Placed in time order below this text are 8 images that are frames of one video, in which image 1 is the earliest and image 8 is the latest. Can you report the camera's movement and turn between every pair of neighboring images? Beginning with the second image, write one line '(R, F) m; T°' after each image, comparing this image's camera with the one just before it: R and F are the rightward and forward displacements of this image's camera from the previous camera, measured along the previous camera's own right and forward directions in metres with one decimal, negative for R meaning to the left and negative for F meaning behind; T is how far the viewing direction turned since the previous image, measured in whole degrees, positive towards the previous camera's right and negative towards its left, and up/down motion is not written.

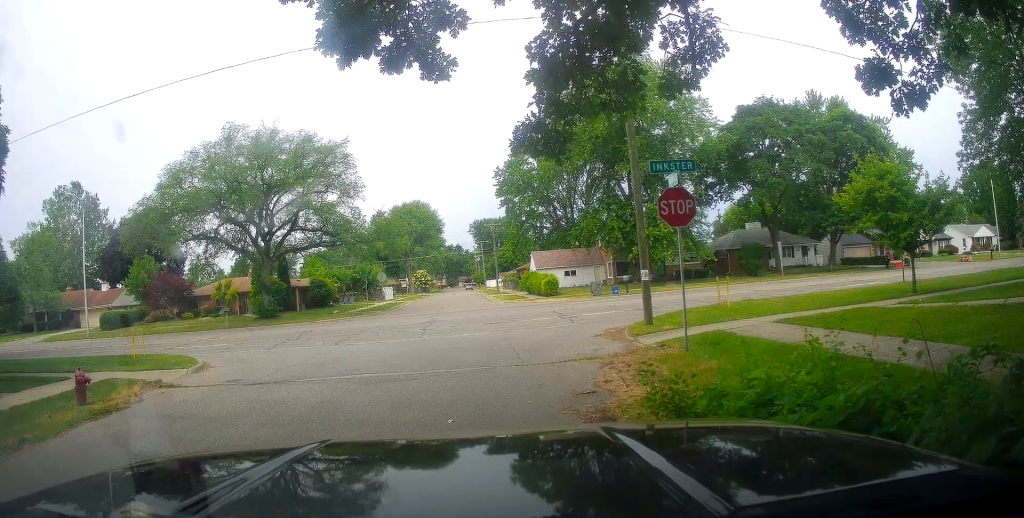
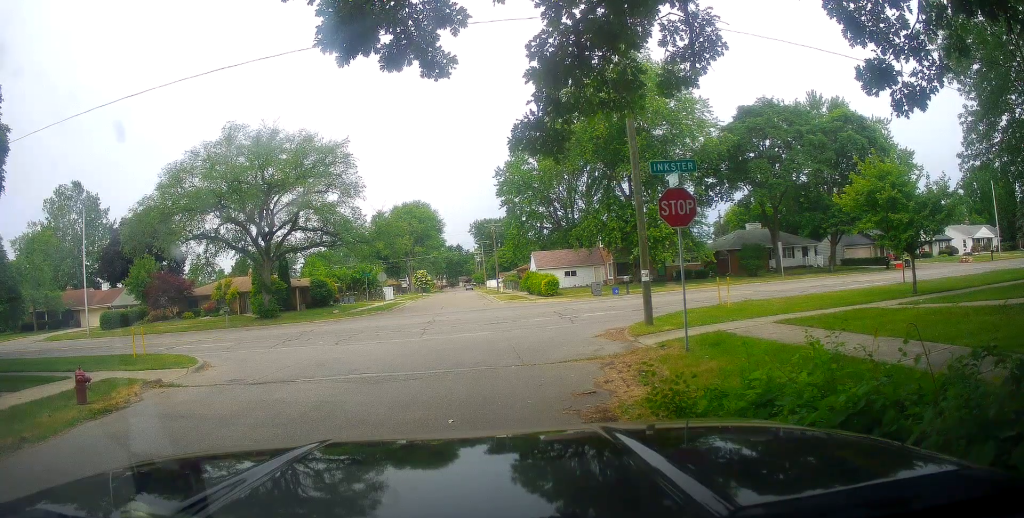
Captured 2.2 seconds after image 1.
(0.0, 0.0) m; 0°
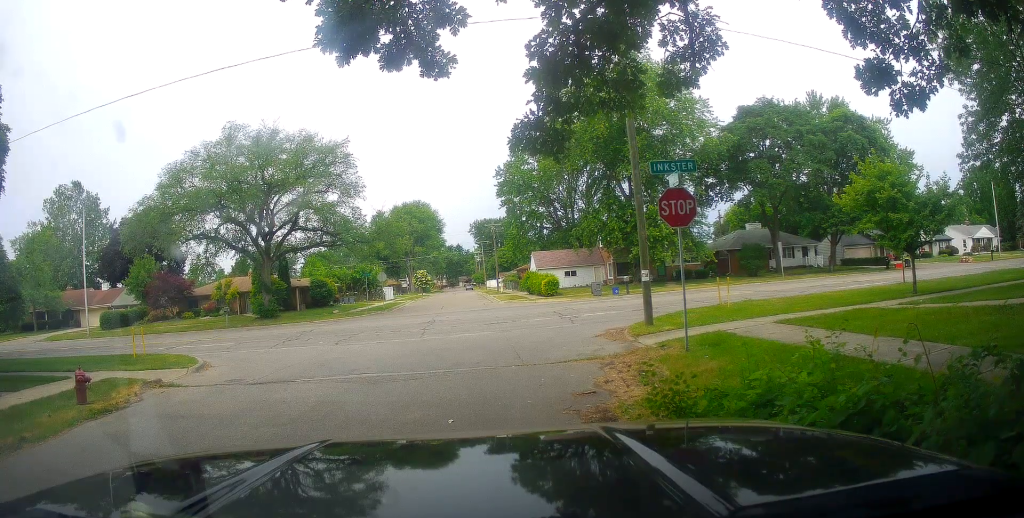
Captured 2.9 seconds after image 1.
(0.0, 0.0) m; 0°
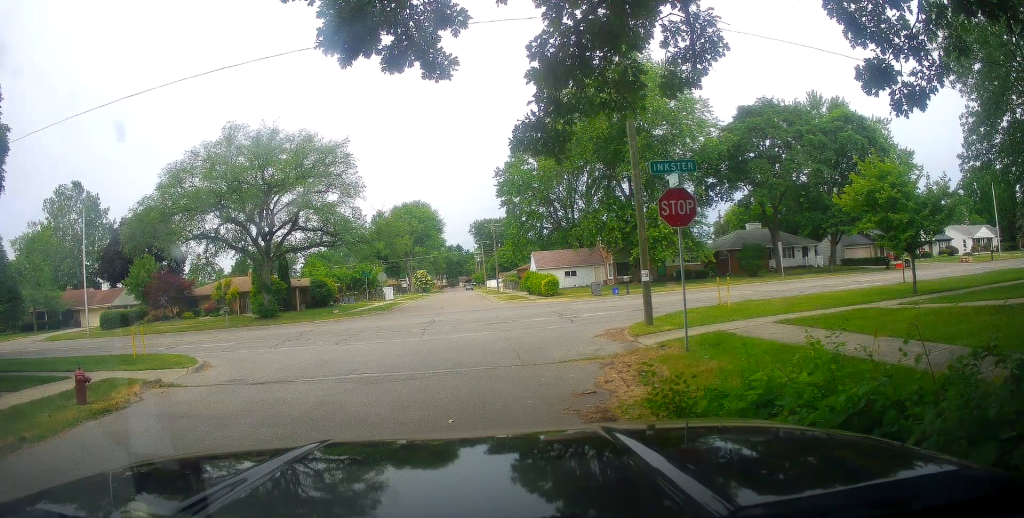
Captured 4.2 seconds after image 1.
(0.0, 0.0) m; 0°
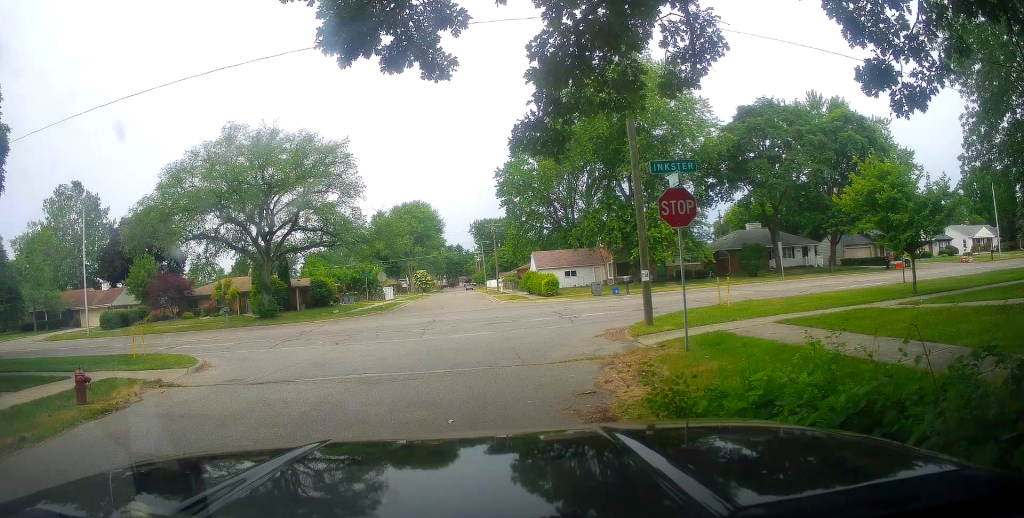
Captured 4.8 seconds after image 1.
(0.0, 0.0) m; 0°
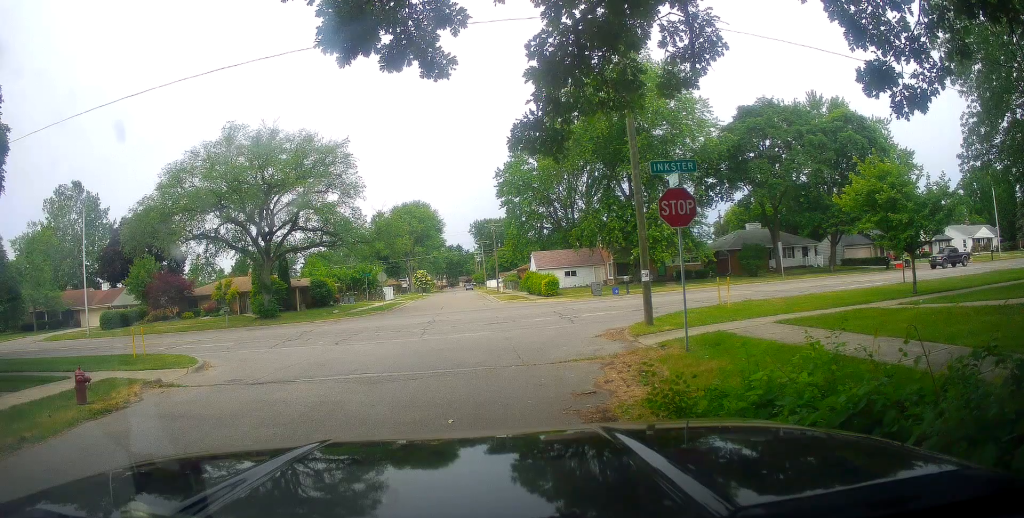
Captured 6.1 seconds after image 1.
(0.0, 0.0) m; 0°
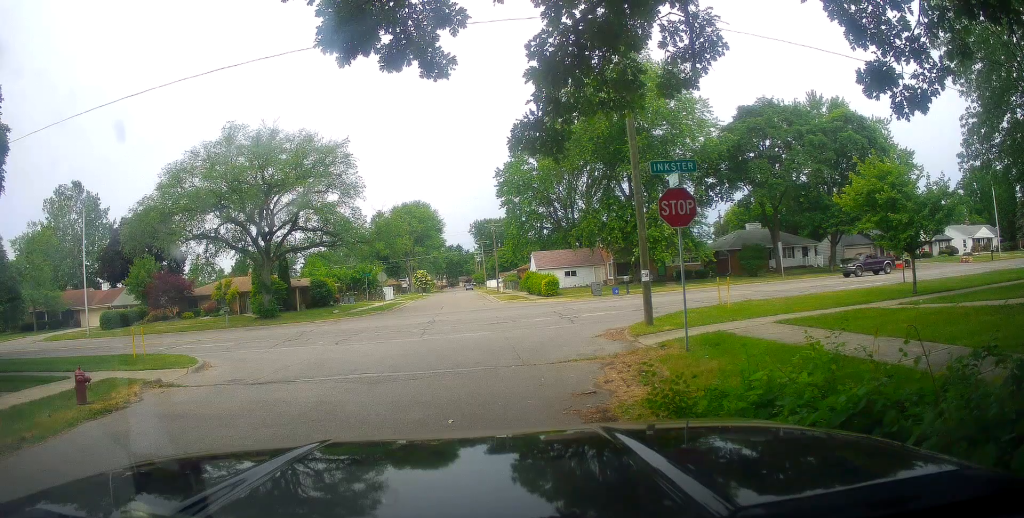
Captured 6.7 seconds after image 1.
(0.0, 0.0) m; 0°
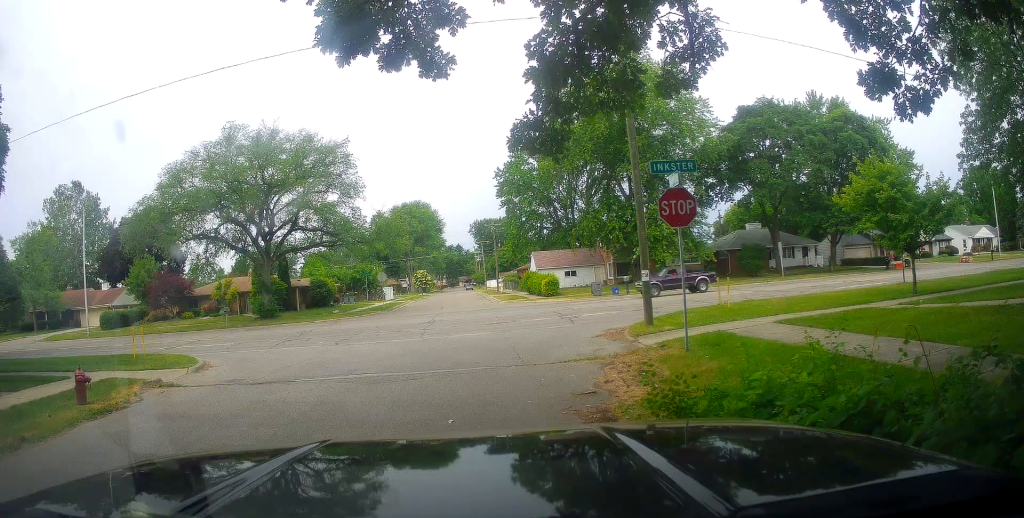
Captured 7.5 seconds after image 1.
(0.0, 0.0) m; 0°
